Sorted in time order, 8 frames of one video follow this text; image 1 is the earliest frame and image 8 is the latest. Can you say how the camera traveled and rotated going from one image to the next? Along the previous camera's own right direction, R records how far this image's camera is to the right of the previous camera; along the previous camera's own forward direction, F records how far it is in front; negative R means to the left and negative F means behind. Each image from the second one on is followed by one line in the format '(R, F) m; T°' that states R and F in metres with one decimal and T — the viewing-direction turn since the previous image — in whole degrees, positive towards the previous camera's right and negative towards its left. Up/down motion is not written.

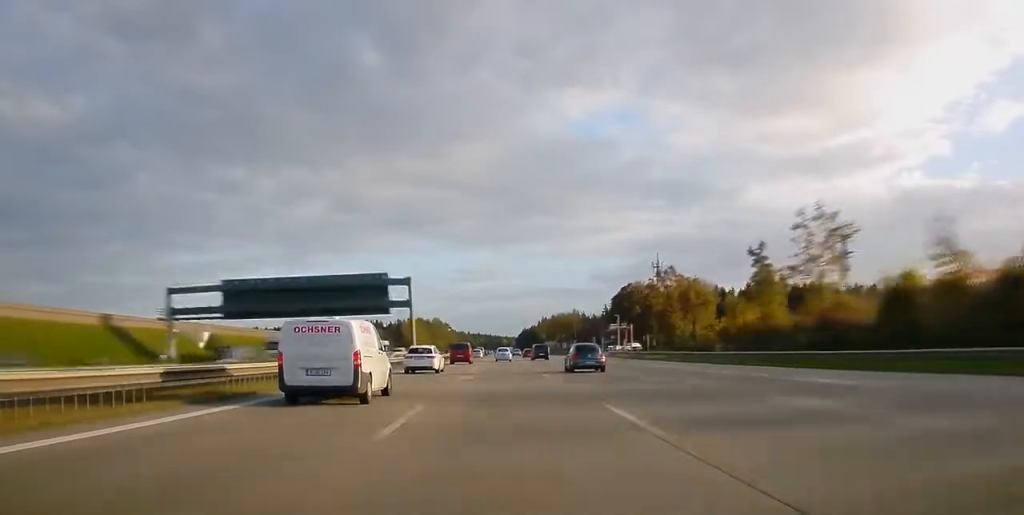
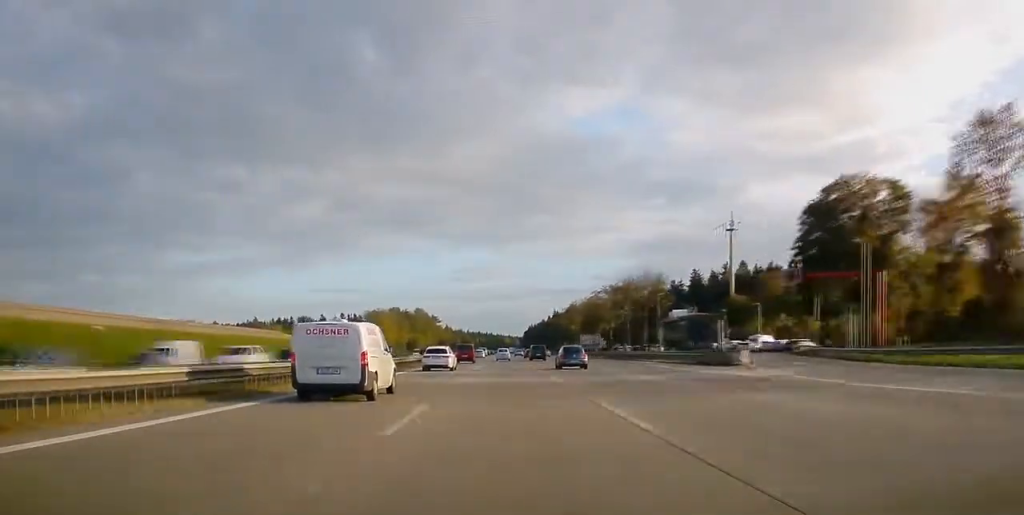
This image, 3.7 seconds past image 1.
(-0.1, +106.9) m; 0°
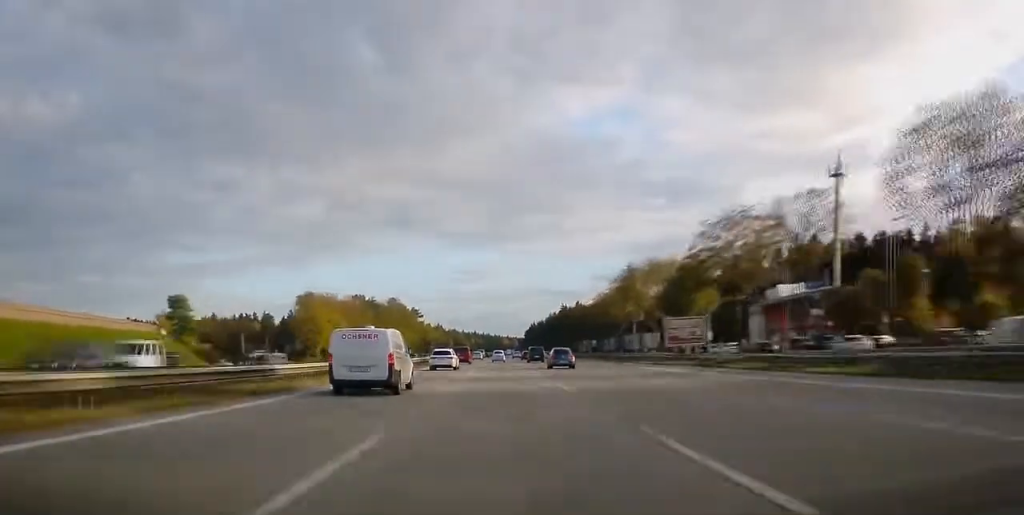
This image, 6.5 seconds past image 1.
(-0.2, +79.3) m; 0°
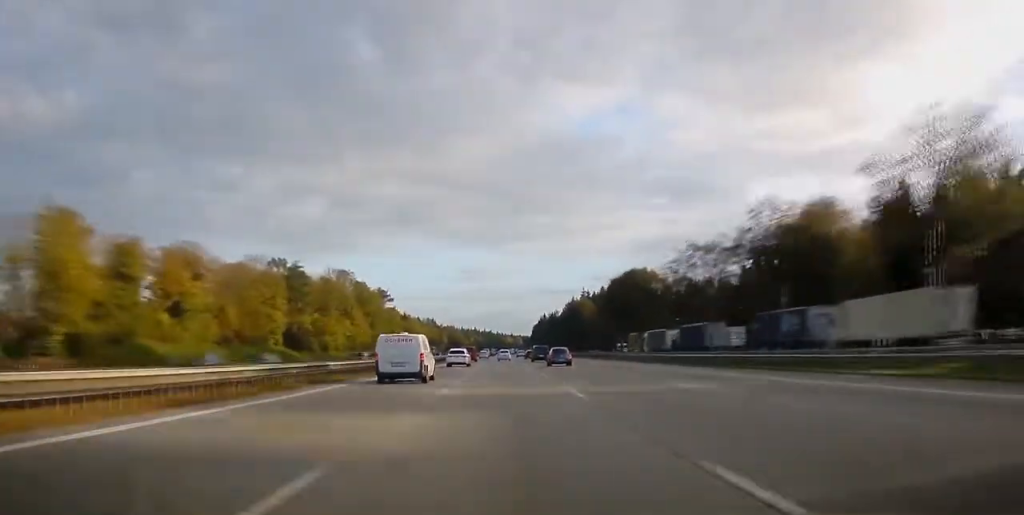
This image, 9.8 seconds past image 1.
(+0.2, +94.0) m; 0°
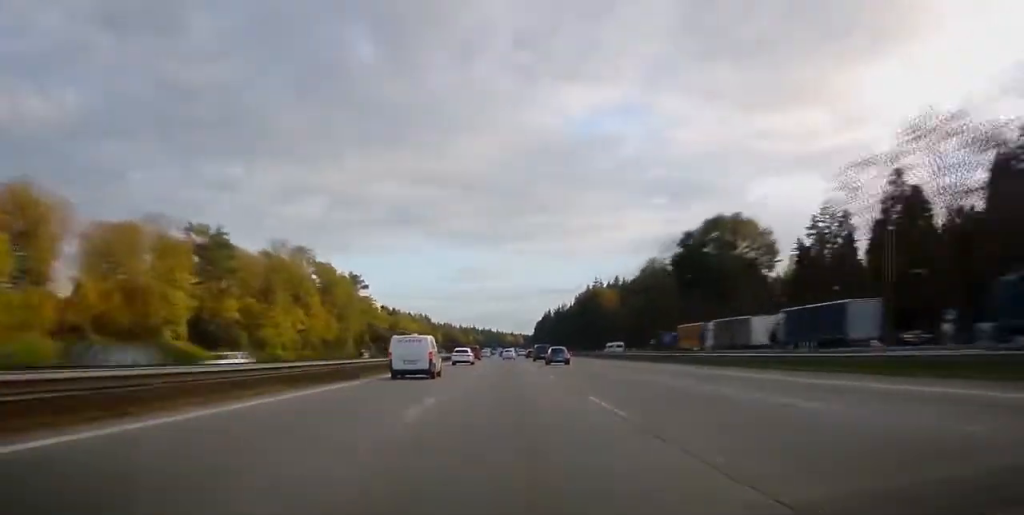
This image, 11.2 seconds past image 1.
(-0.1, +41.4) m; 0°
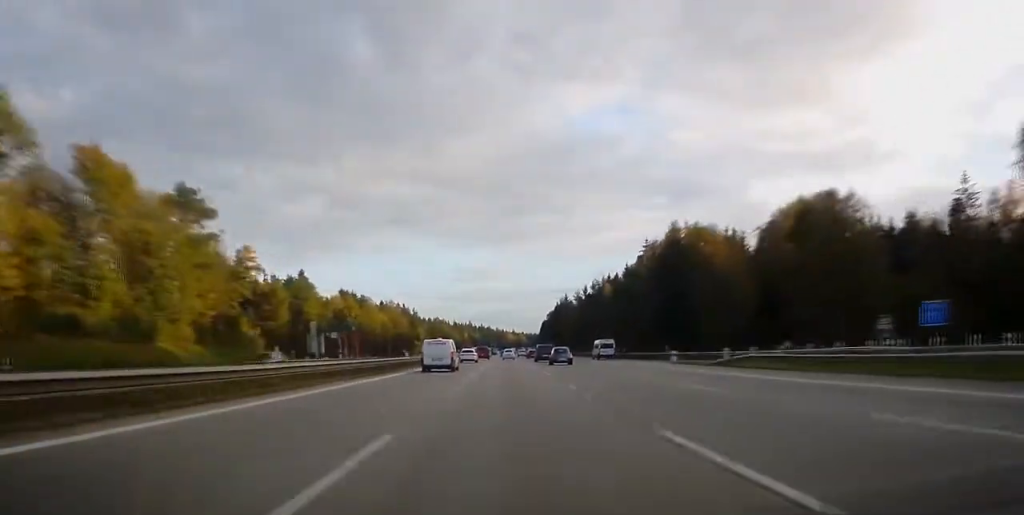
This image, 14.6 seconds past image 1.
(-0.2, +97.1) m; 0°
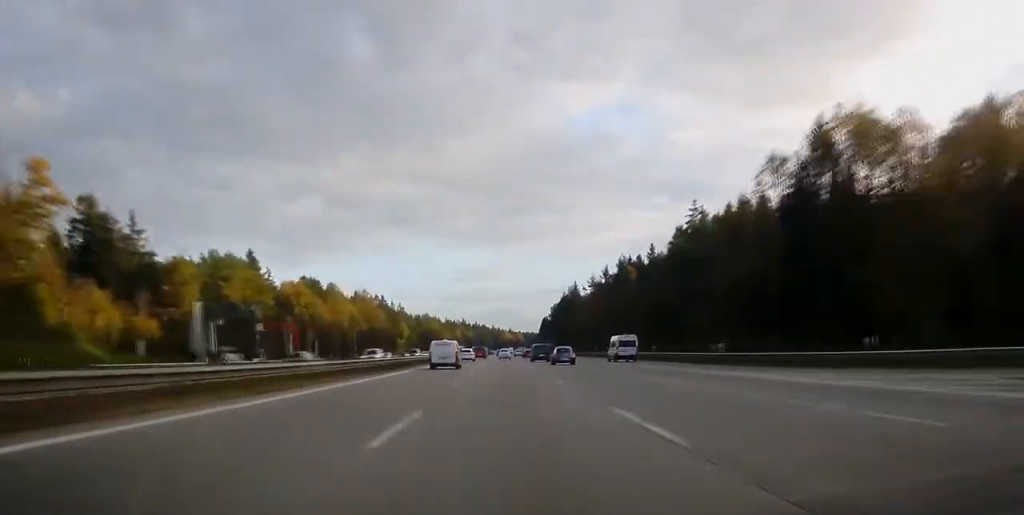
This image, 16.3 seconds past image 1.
(+0.1, +48.8) m; 0°
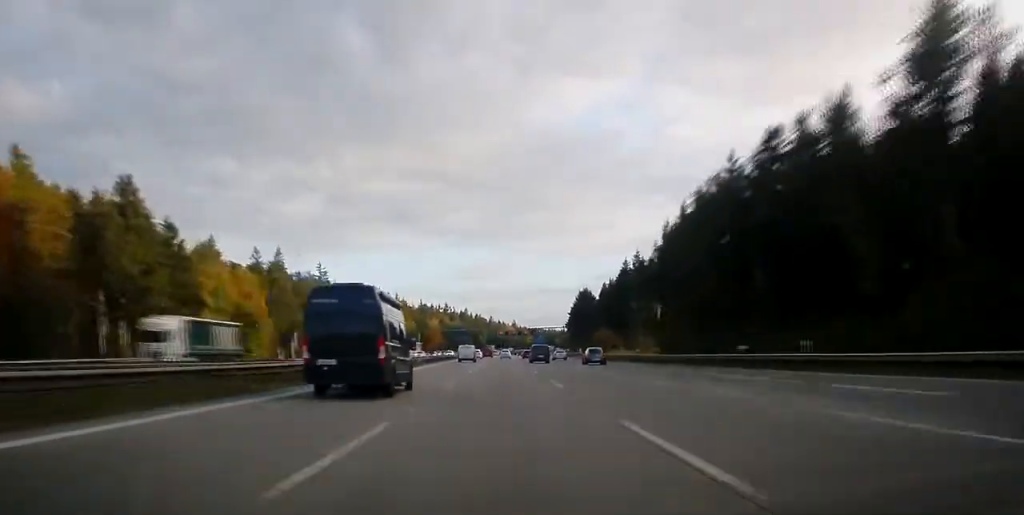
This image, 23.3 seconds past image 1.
(+0.3, +202.4) m; +1°
